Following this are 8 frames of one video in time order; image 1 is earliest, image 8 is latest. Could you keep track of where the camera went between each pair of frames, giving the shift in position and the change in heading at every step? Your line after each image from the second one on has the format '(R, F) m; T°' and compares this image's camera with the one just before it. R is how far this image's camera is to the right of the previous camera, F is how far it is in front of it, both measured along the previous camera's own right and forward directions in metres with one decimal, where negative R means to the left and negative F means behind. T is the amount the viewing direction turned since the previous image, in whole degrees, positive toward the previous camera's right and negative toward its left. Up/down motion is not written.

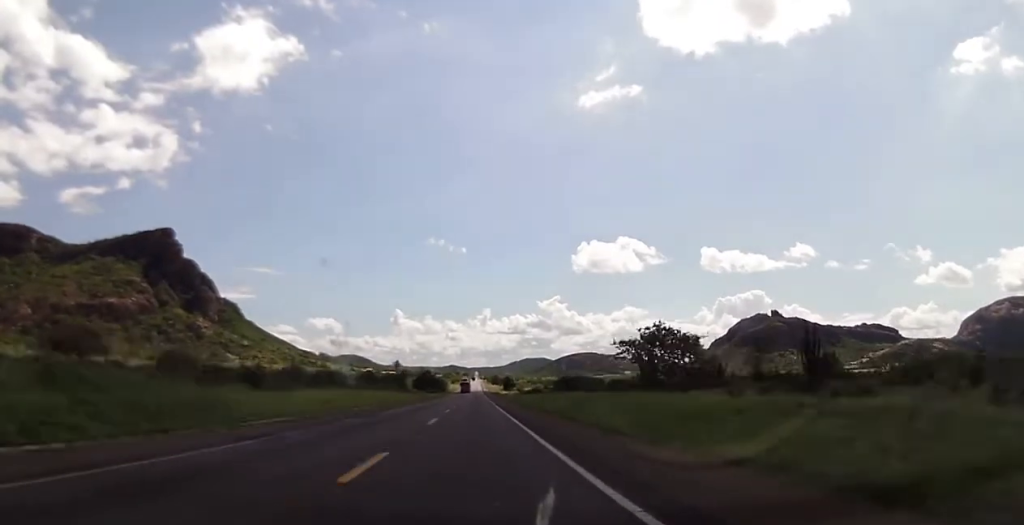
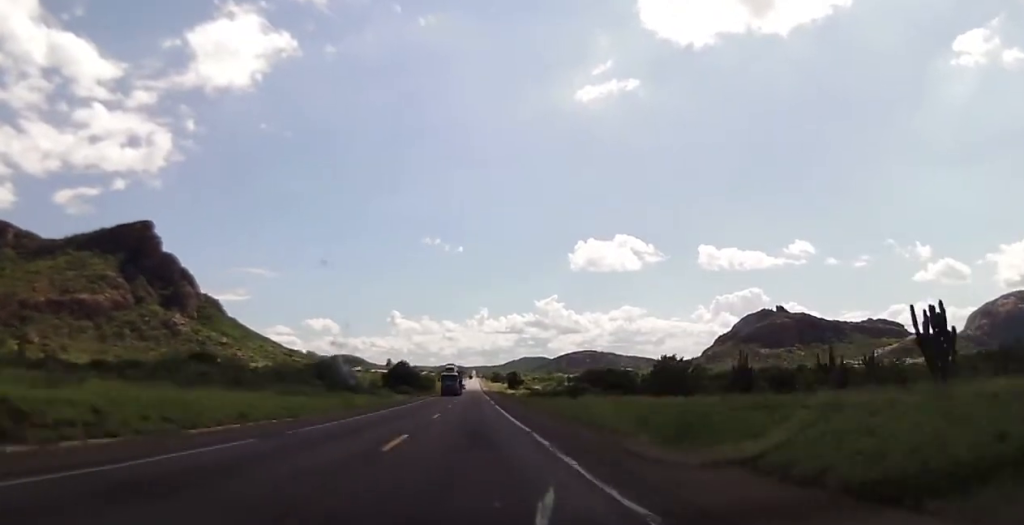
(-0.2, +59.8) m; 0°
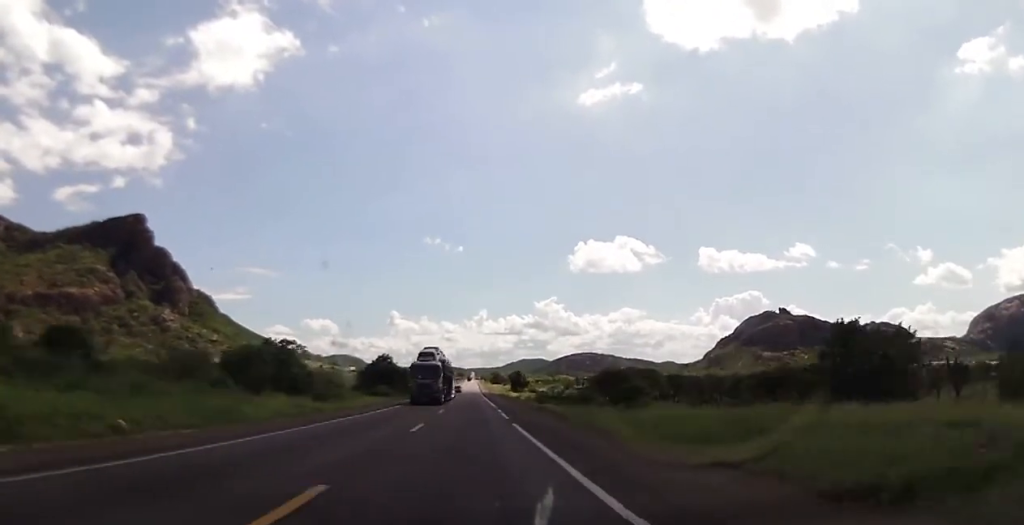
(+0.2, +28.2) m; 0°
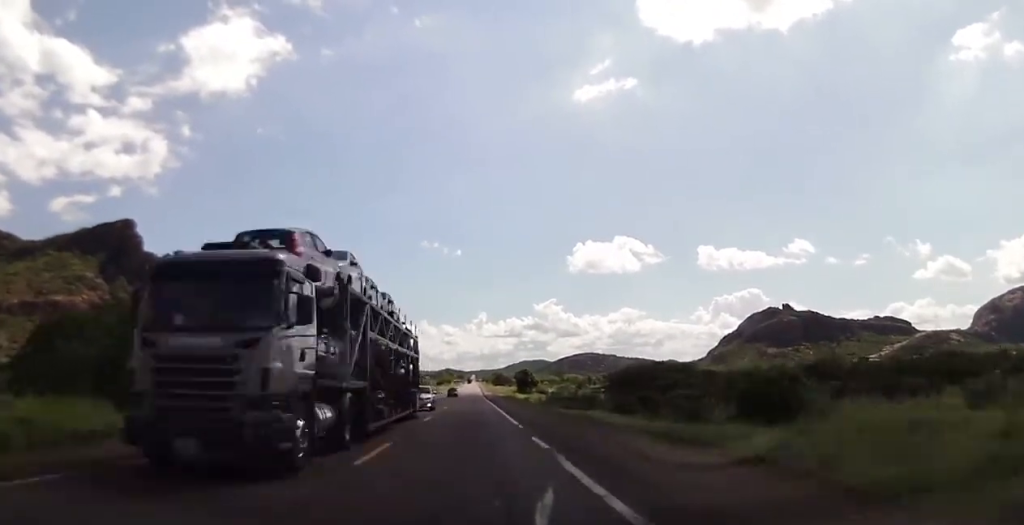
(0.0, +25.3) m; 0°
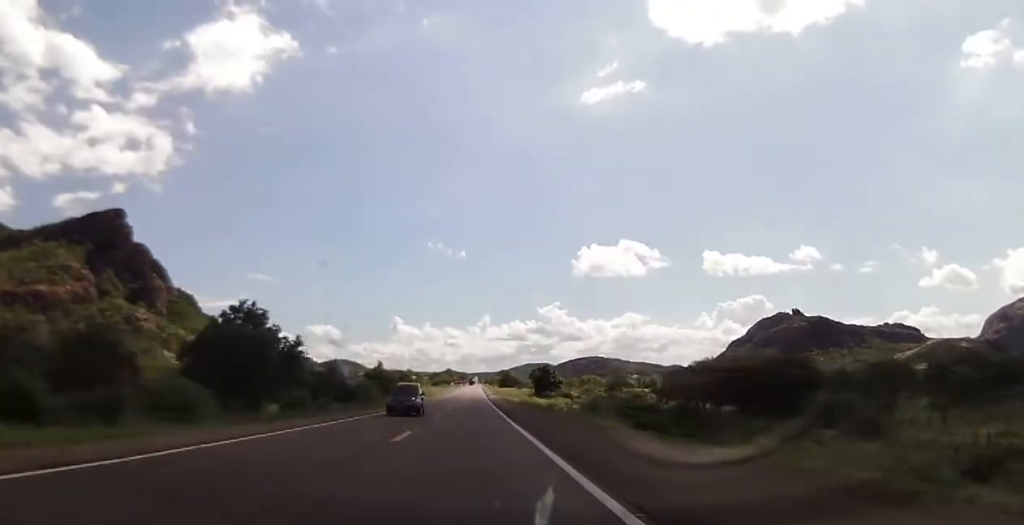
(0.0, +41.0) m; 0°
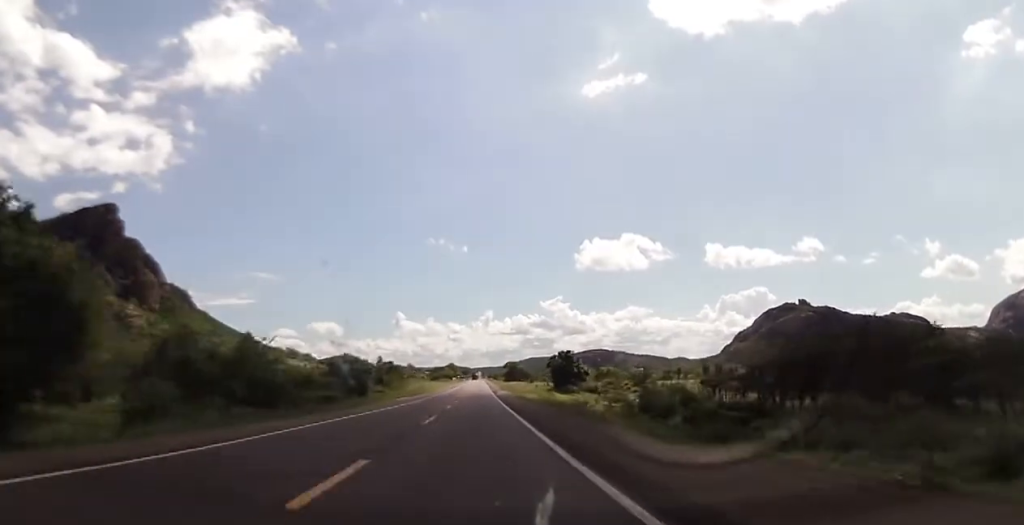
(0.0, +26.0) m; 0°
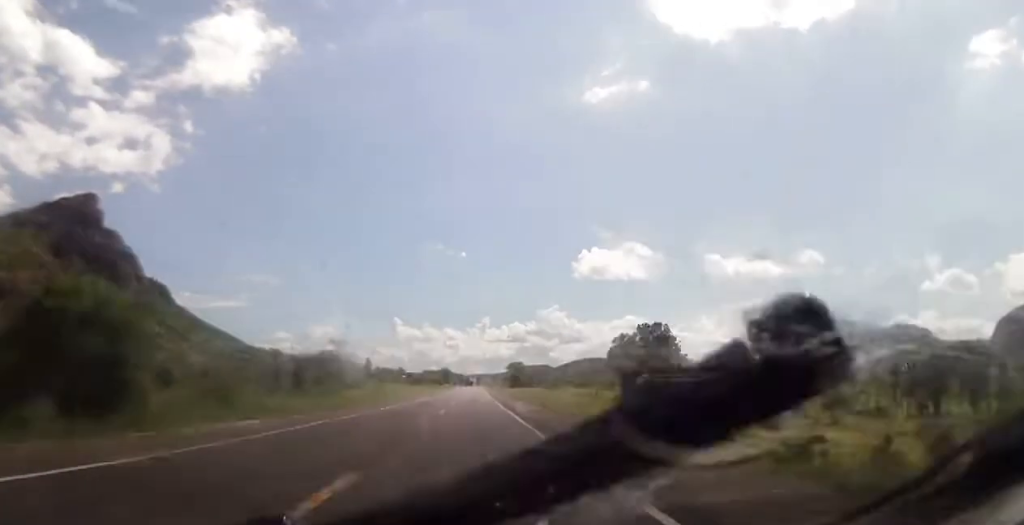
(-0.2, +55.2) m; 0°
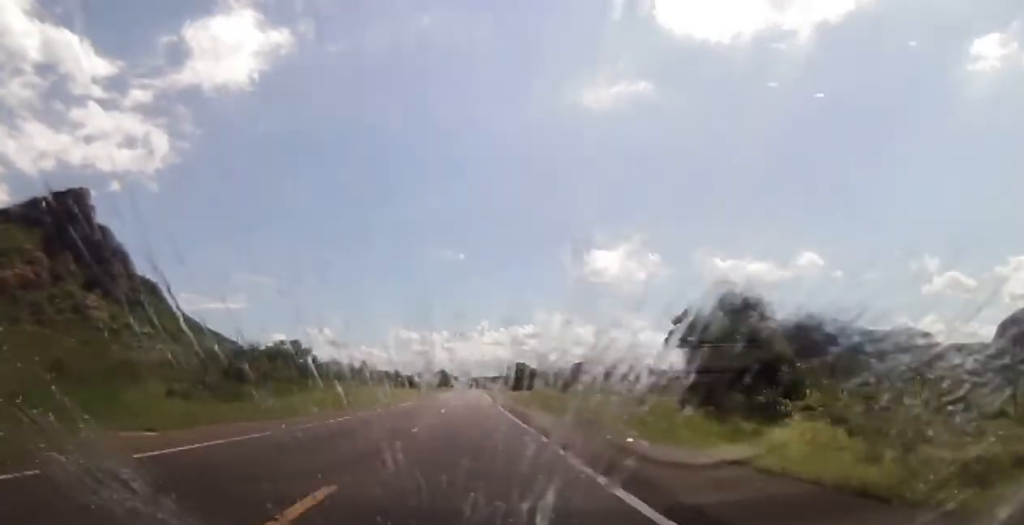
(0.0, +18.4) m; 0°
